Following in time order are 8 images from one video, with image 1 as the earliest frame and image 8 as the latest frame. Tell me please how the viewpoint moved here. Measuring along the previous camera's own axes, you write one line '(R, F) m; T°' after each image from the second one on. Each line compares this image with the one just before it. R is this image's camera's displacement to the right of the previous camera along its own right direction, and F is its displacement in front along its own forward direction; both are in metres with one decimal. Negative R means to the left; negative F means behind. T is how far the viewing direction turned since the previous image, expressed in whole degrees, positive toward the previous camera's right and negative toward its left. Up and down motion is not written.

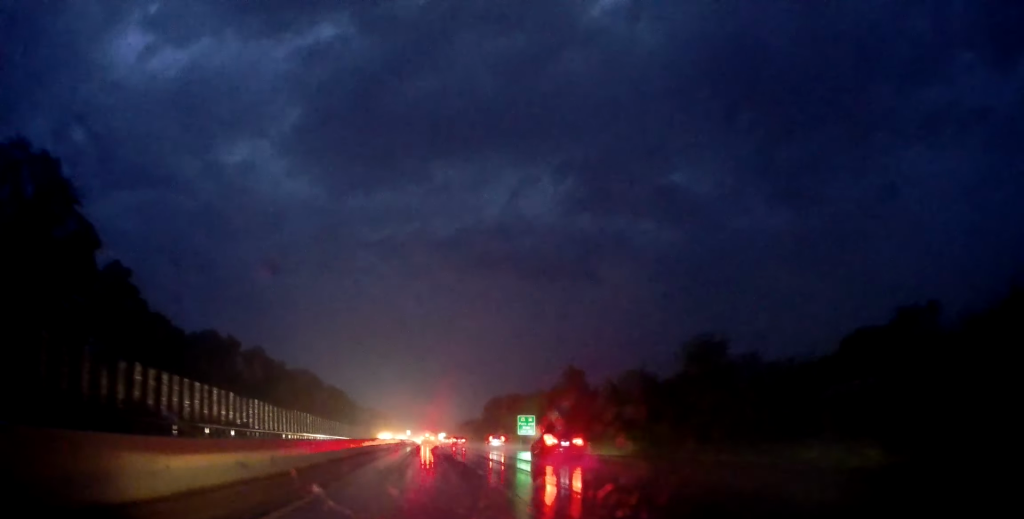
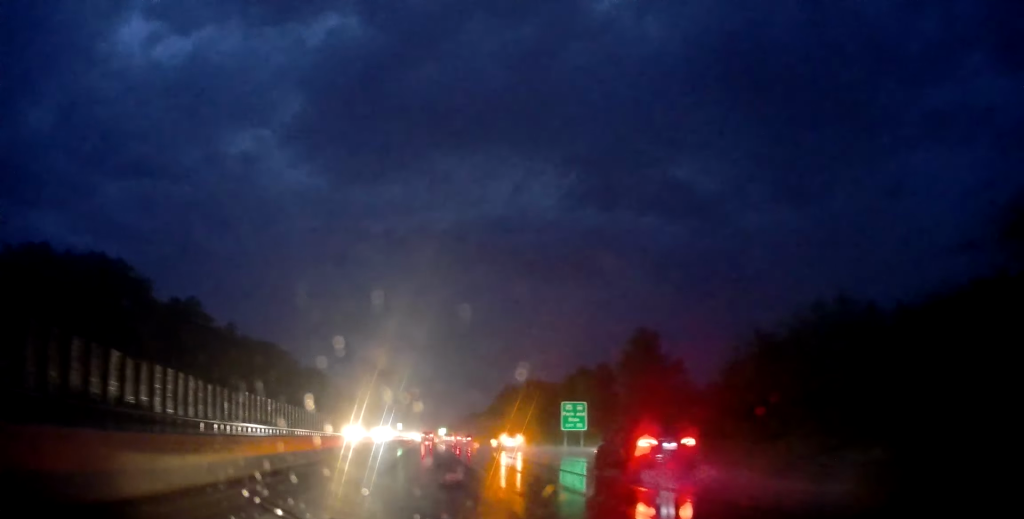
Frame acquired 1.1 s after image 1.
(-0.2, +31.8) m; -1°
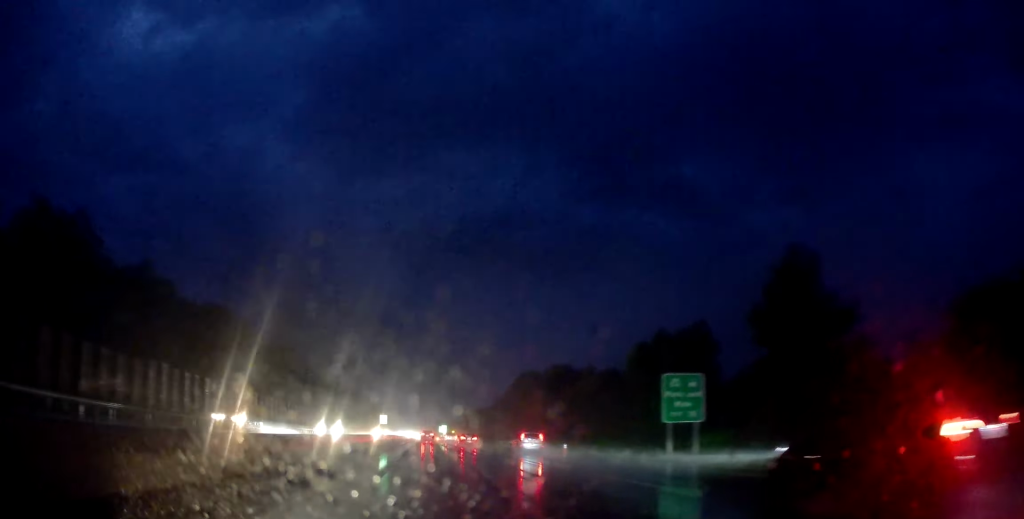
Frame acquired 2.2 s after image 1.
(-0.1, +29.0) m; 0°
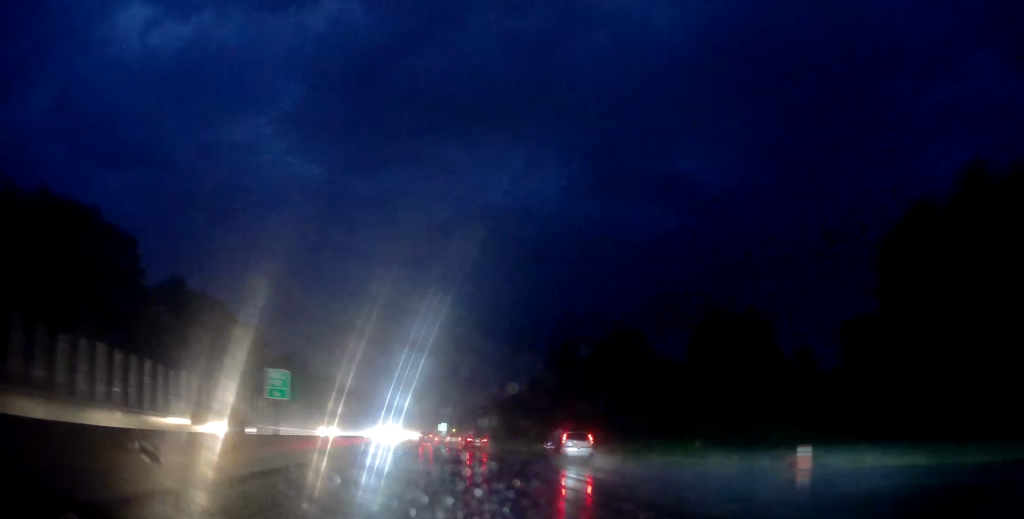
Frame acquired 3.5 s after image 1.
(+0.3, +38.3) m; +1°
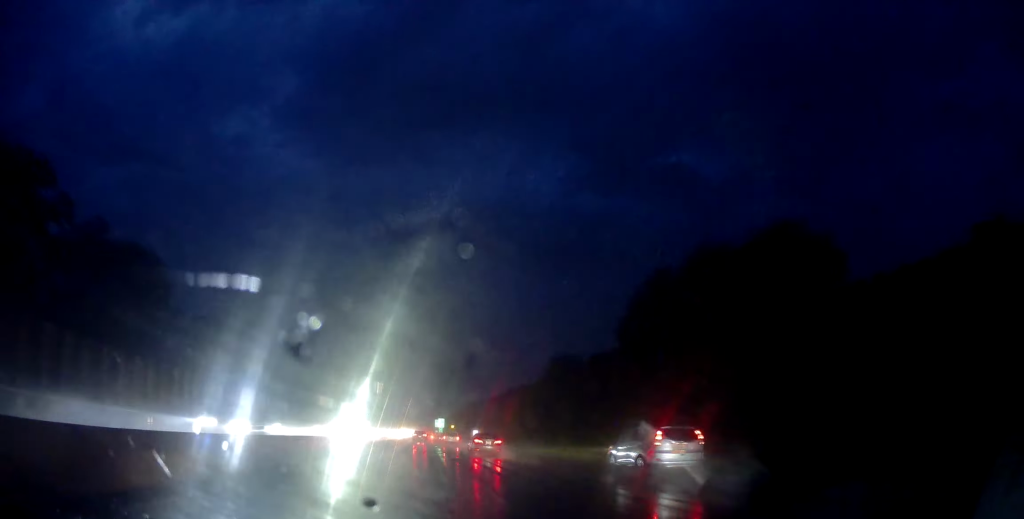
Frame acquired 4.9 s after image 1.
(0.0, +38.3) m; 0°
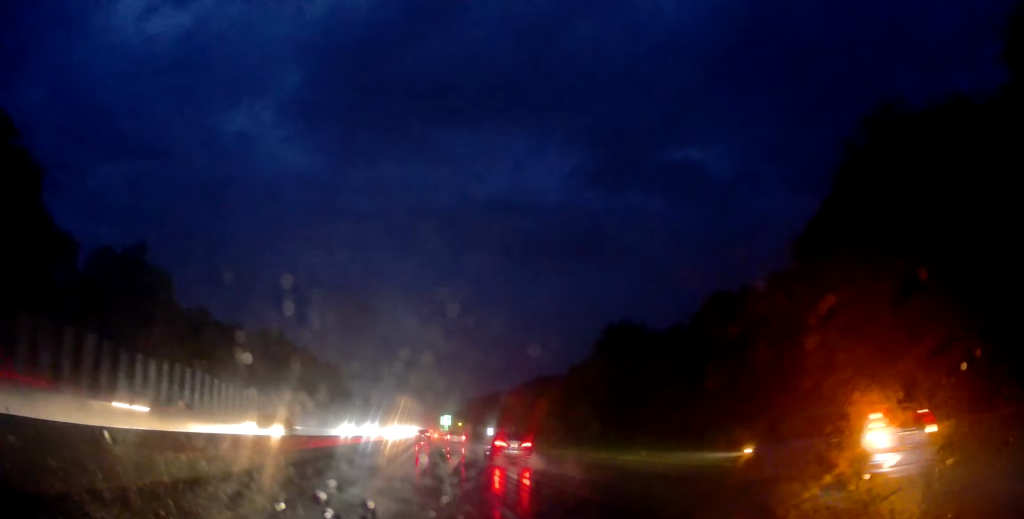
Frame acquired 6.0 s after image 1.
(+0.3, +28.8) m; +1°
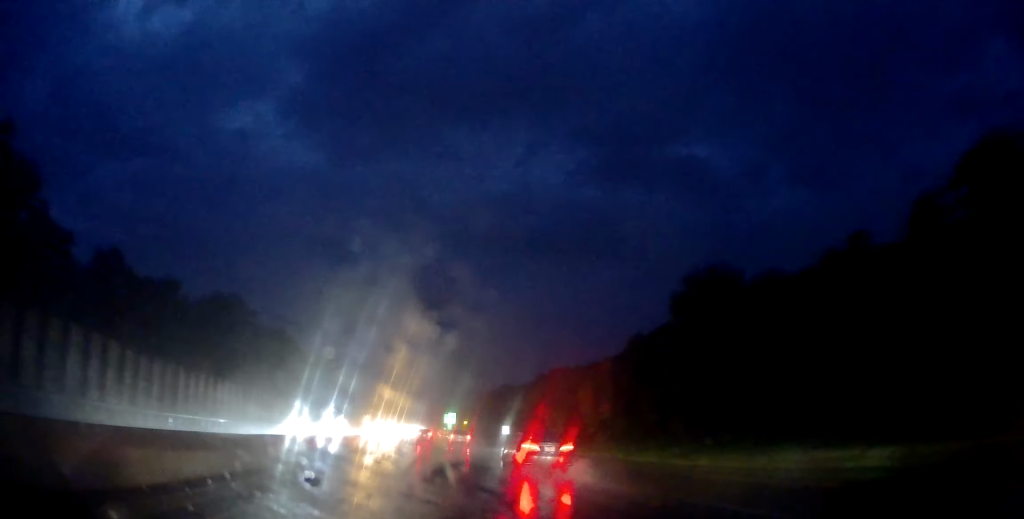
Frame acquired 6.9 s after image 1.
(+0.1, +24.2) m; 0°
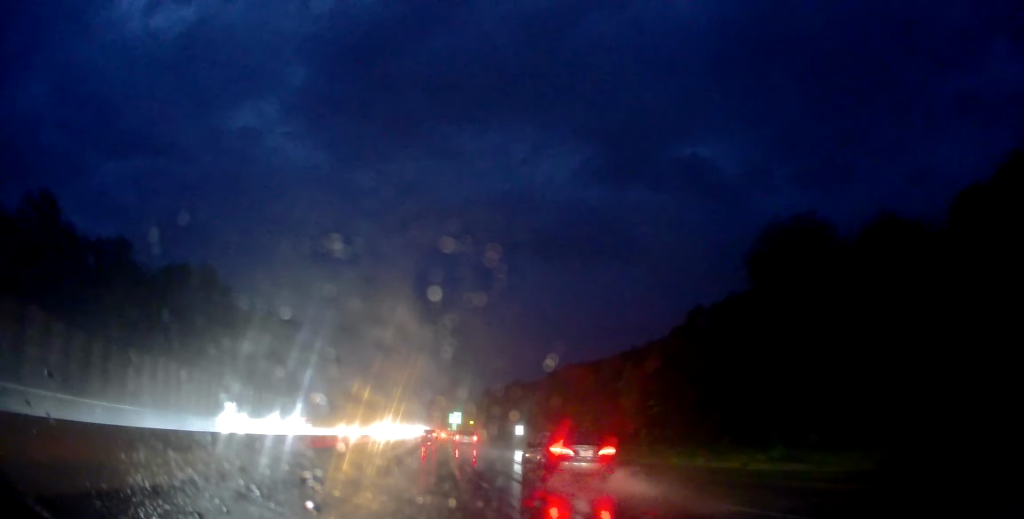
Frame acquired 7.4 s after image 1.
(-0.1, +12.5) m; -1°
